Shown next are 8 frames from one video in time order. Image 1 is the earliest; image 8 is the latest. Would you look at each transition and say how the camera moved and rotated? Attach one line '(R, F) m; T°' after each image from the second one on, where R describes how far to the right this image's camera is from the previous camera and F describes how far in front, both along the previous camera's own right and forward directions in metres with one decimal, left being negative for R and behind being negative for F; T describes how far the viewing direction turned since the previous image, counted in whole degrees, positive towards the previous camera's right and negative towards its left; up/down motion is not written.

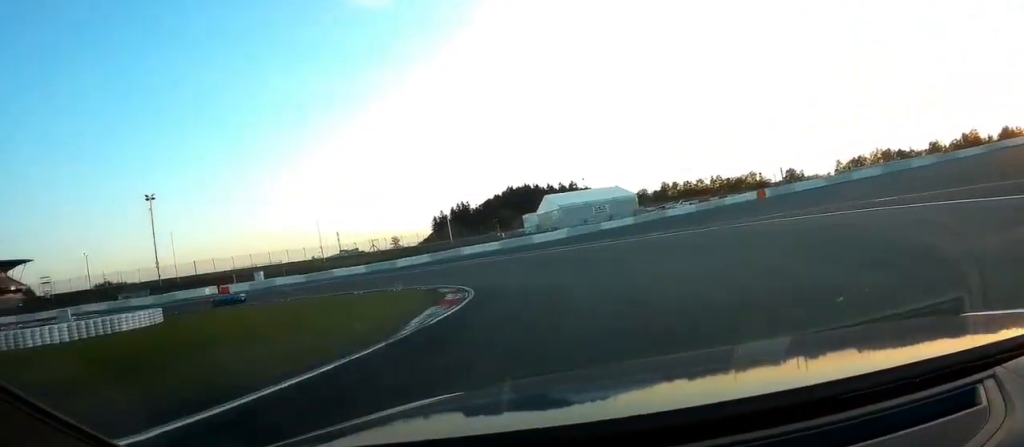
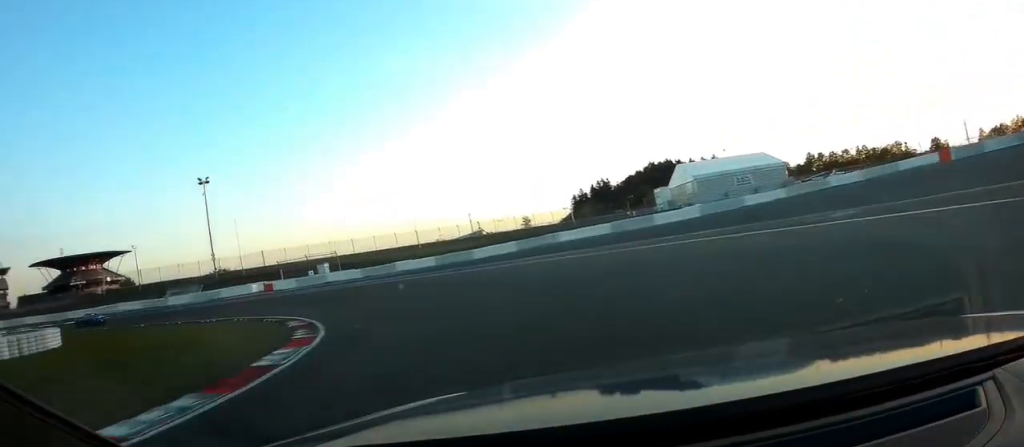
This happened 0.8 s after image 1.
(-2.5, +19.1) m; -18°
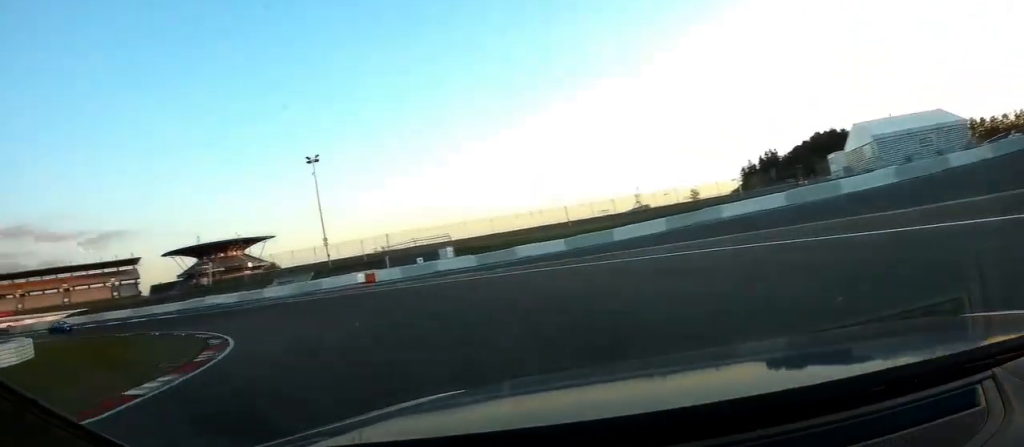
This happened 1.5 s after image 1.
(-2.8, +12.4) m; -18°
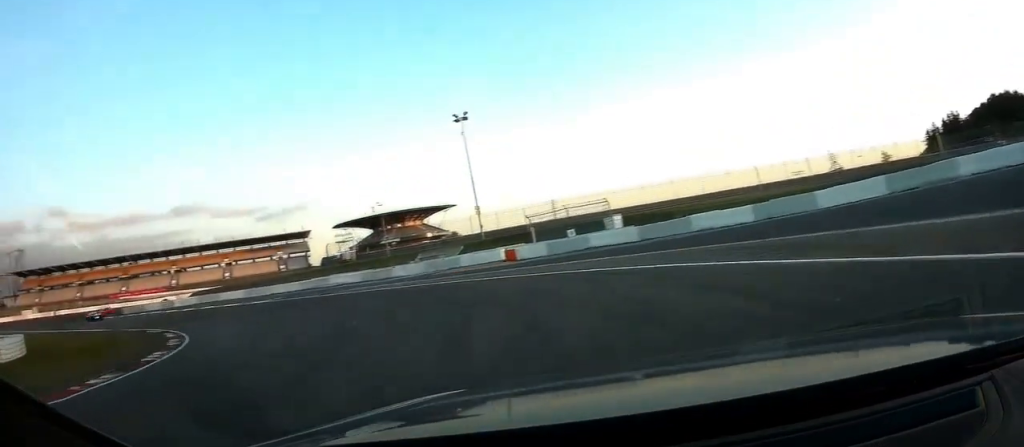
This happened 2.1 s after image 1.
(-1.5, +11.7) m; -20°
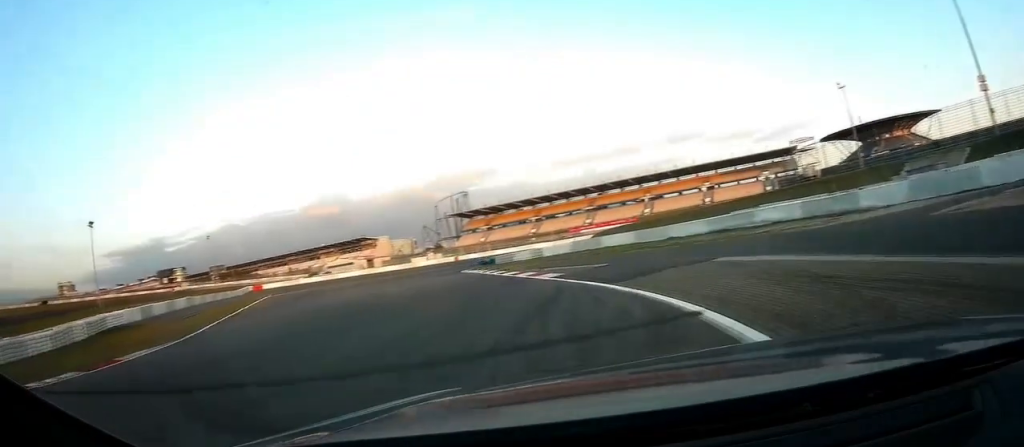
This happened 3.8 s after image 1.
(-13.4, +25.0) m; -53°
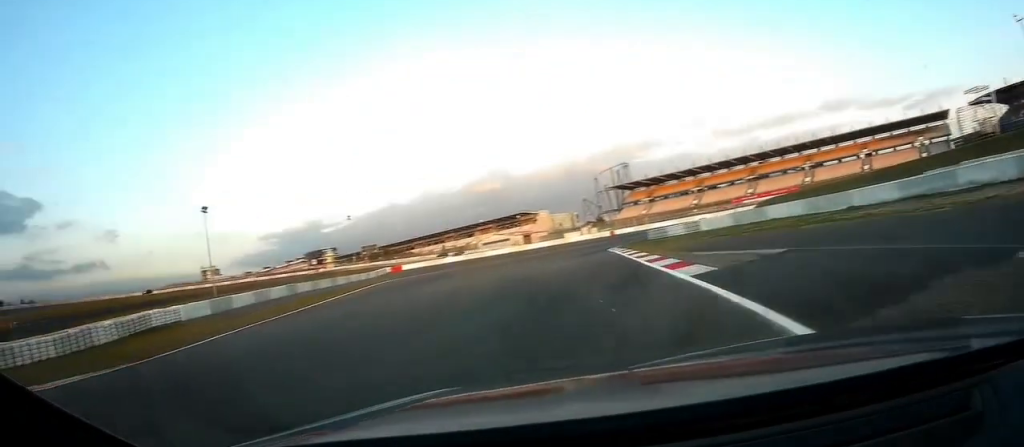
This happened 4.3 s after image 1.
(-1.6, +9.0) m; -9°
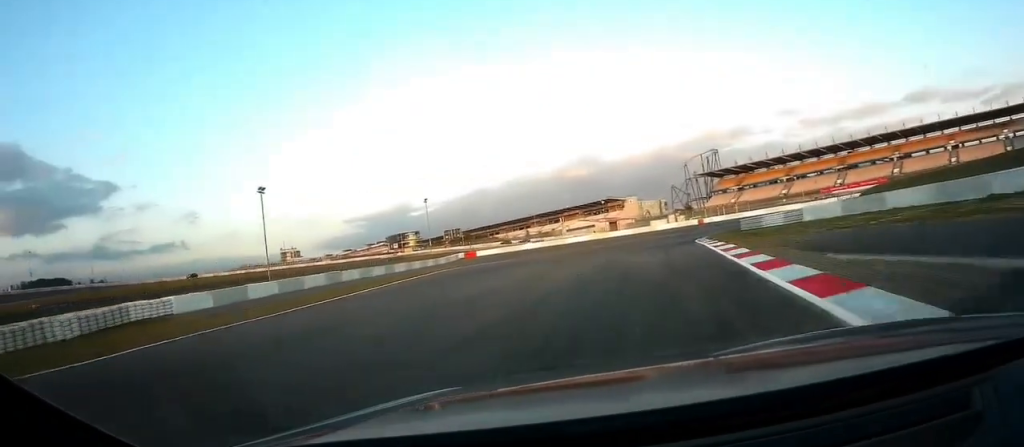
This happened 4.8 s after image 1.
(-0.5, +7.4) m; -6°
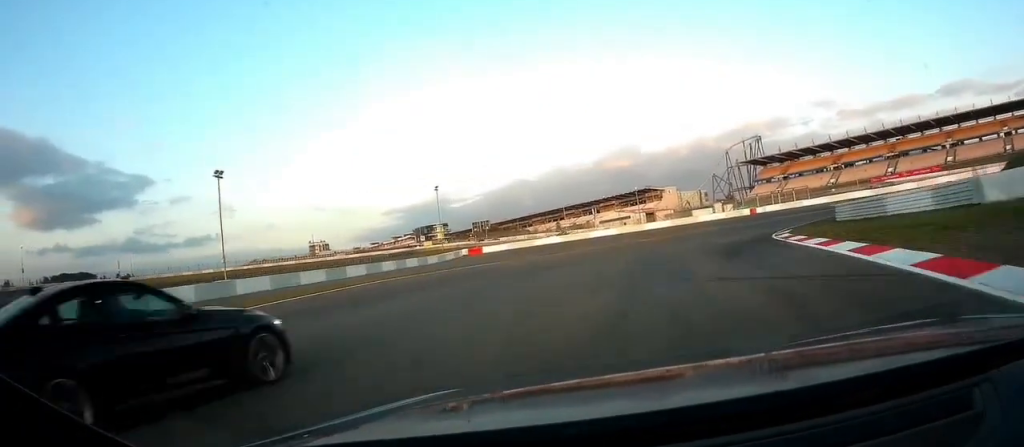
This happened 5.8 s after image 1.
(-1.6, +18.6) m; -4°
